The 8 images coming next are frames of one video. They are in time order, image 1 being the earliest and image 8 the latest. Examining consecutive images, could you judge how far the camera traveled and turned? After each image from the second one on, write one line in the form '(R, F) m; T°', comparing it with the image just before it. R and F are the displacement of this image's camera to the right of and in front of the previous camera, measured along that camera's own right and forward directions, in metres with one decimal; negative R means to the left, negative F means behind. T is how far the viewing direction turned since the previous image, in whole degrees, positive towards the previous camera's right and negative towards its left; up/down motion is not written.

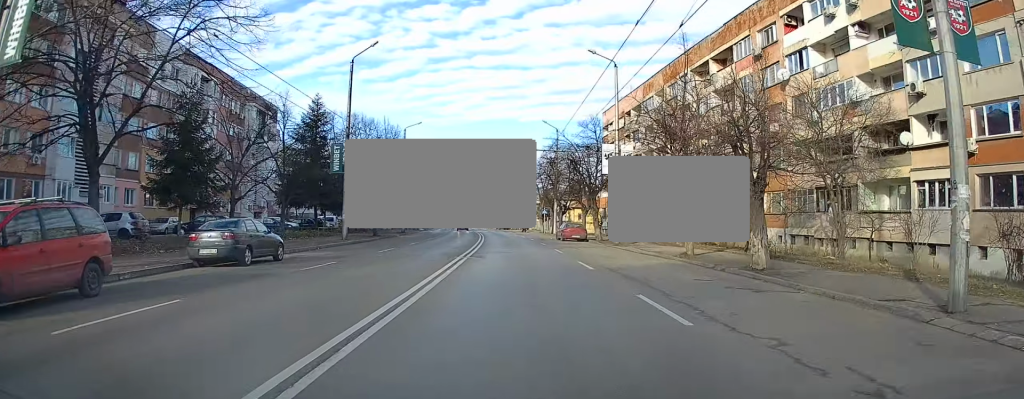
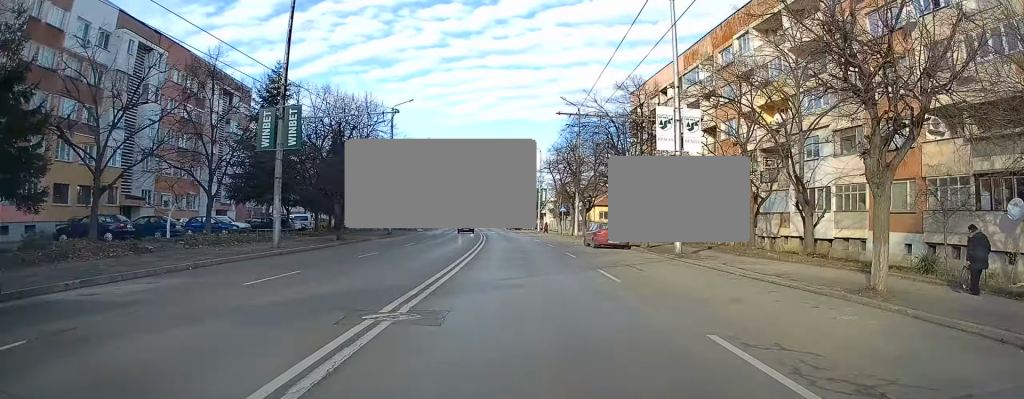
(0.0, +12.7) m; -2°
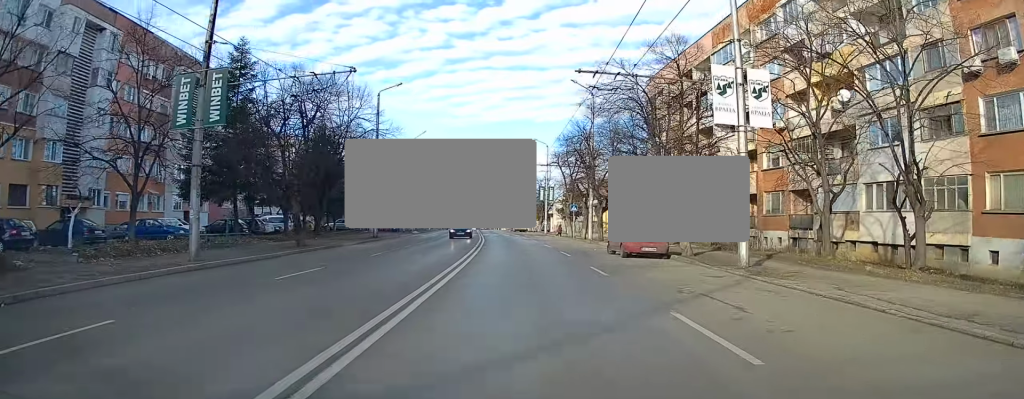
(-0.1, +7.5) m; -2°
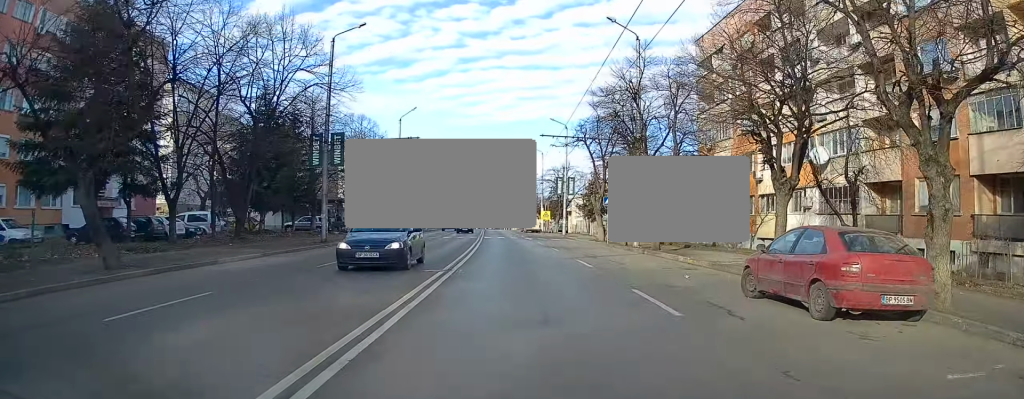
(-0.5, +15.1) m; -2°
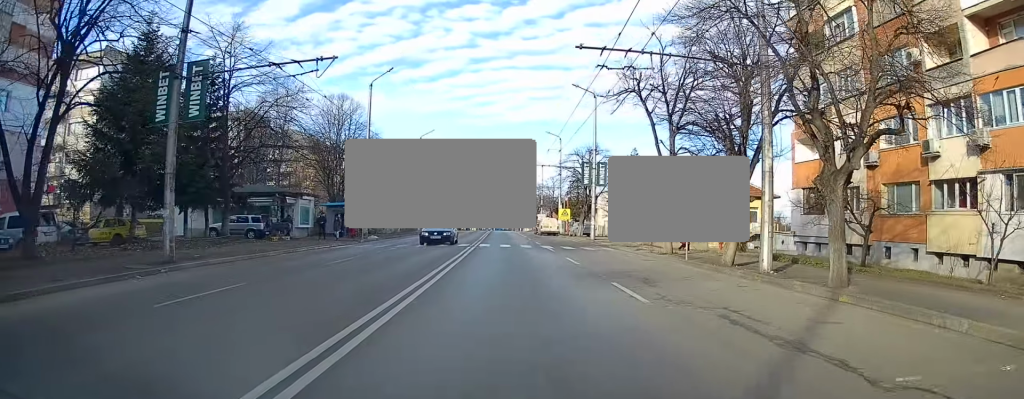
(-0.1, +16.1) m; -1°
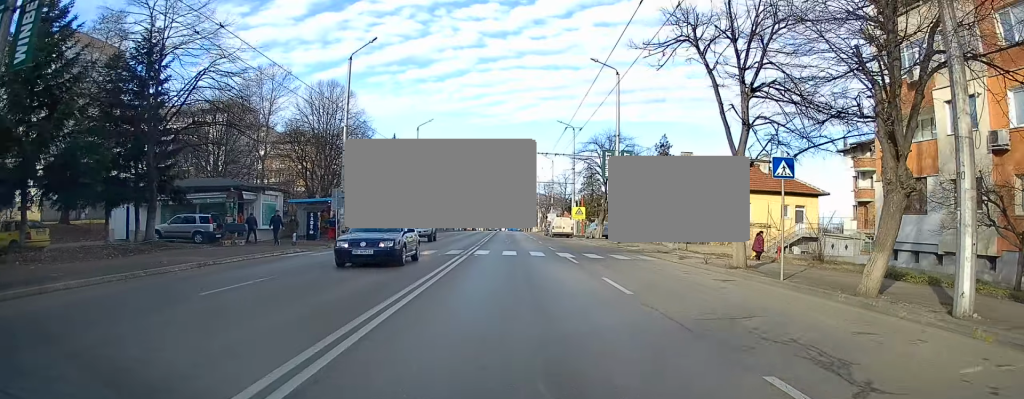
(0.0, +8.0) m; 0°
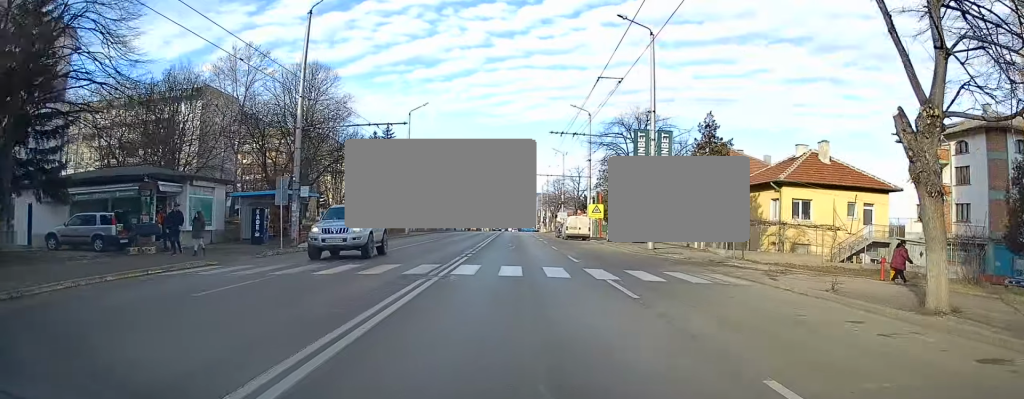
(0.0, +8.6) m; -1°
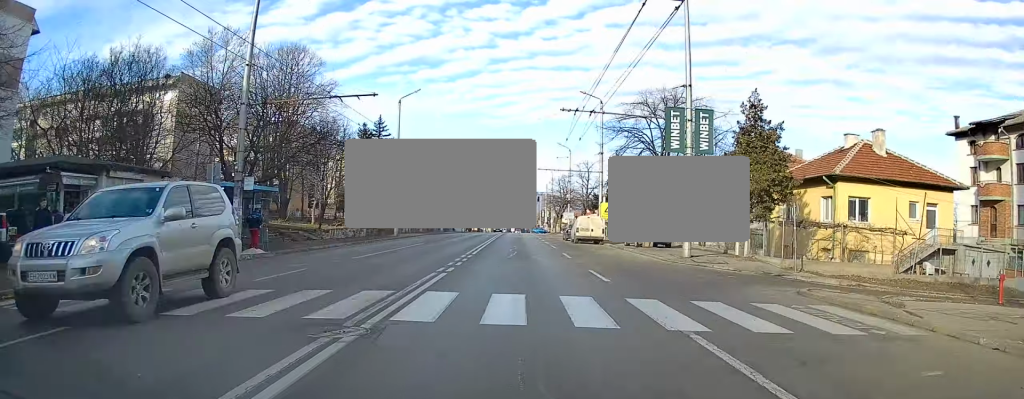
(0.0, +6.3) m; 0°
